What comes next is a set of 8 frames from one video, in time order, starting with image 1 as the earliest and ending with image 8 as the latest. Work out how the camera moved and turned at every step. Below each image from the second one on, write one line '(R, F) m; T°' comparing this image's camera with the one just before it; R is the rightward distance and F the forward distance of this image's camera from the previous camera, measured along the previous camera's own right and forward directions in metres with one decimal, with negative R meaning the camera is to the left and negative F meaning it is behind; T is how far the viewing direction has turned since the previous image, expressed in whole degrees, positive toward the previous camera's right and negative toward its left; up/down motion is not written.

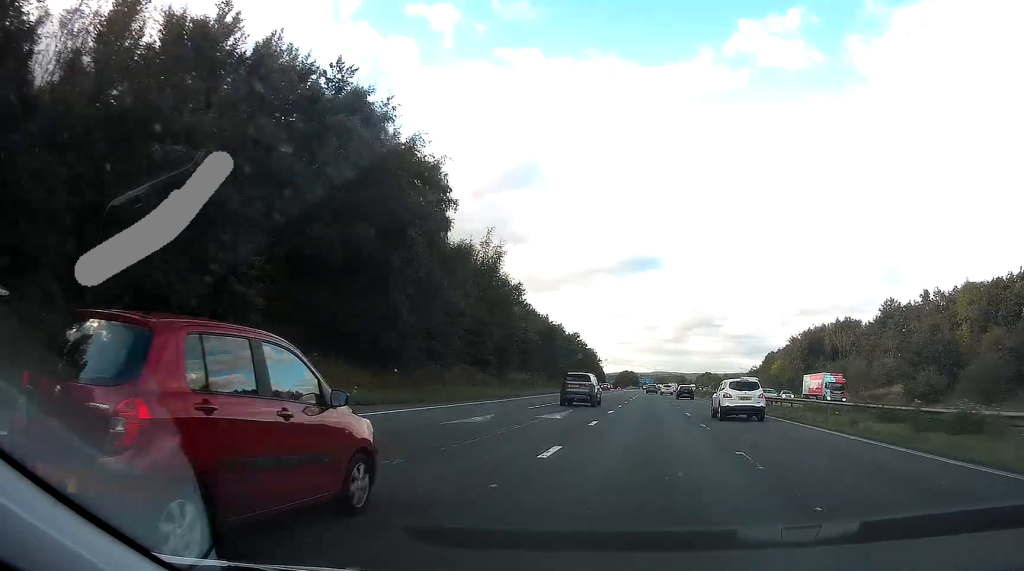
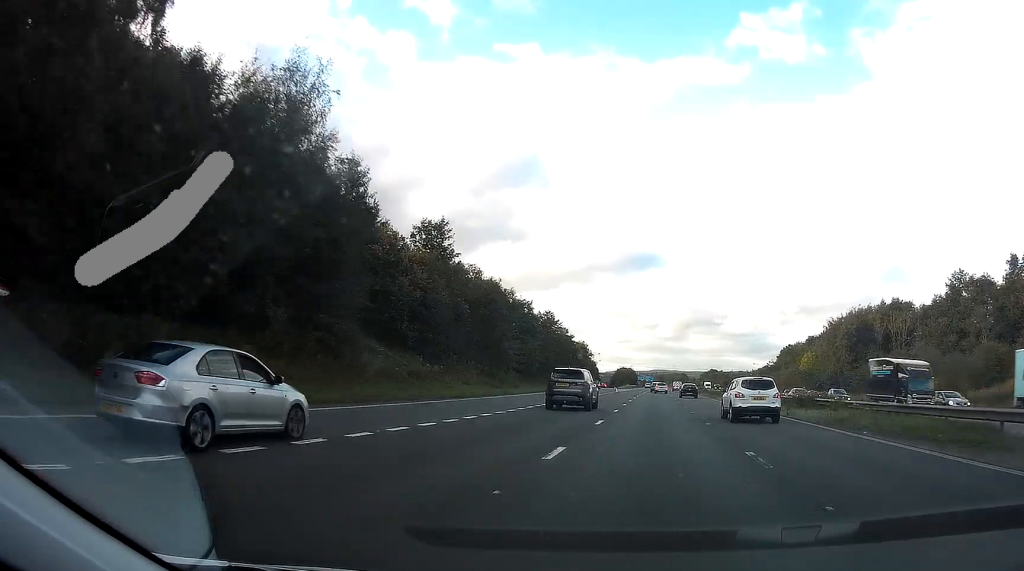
(0.0, +35.9) m; 0°
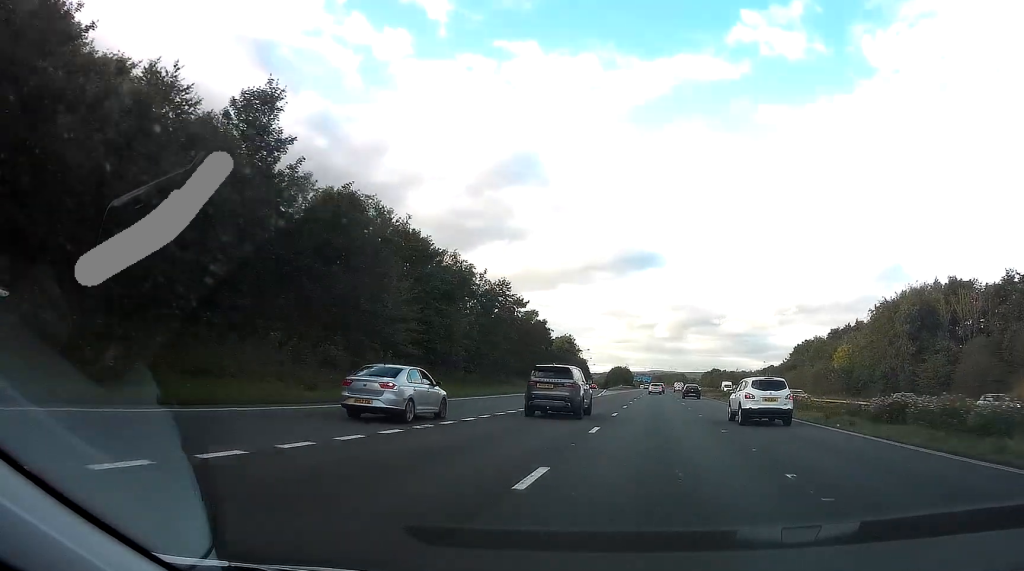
(0.0, +29.8) m; 0°
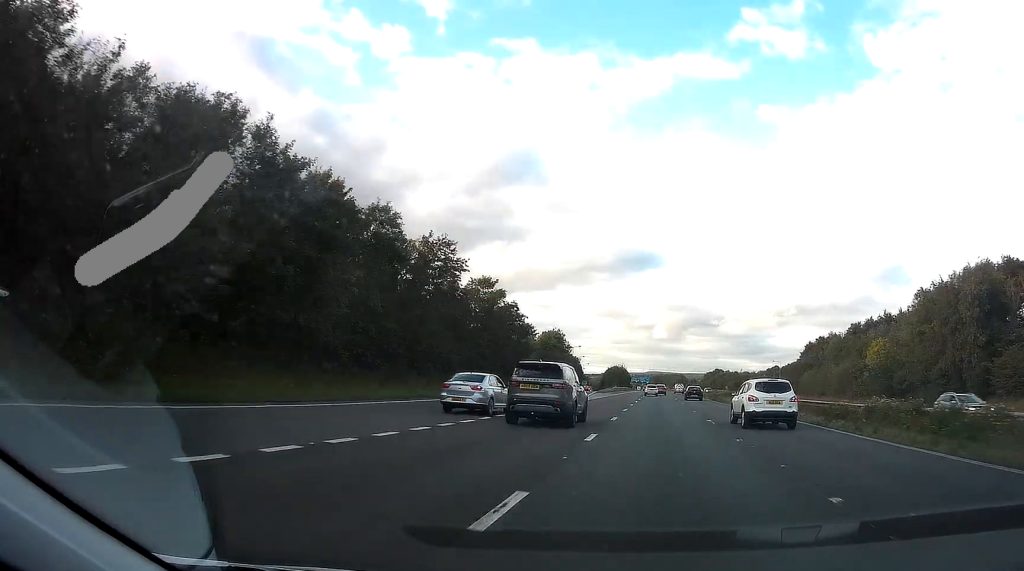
(0.0, +20.0) m; 0°
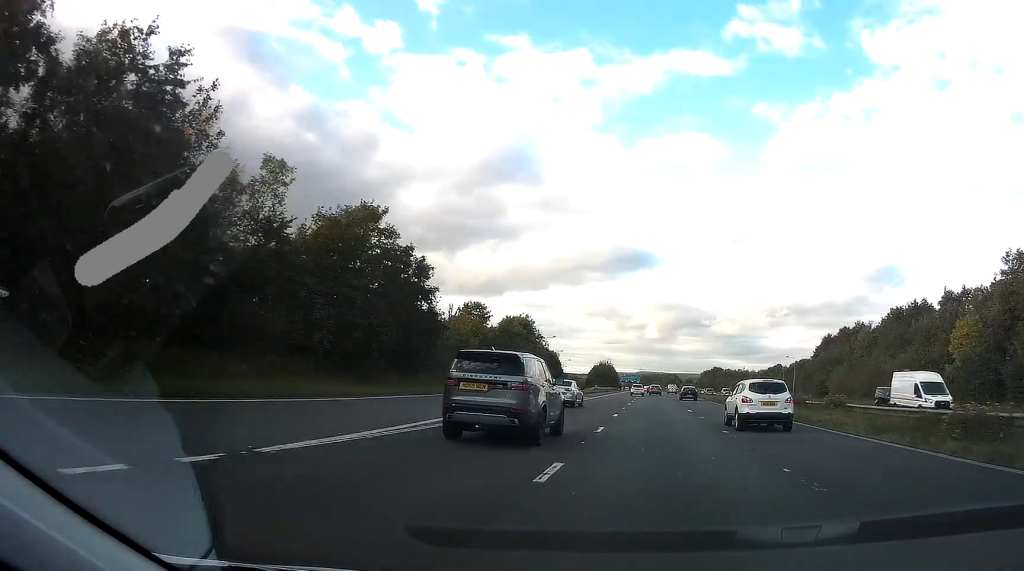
(+0.1, +33.1) m; +1°
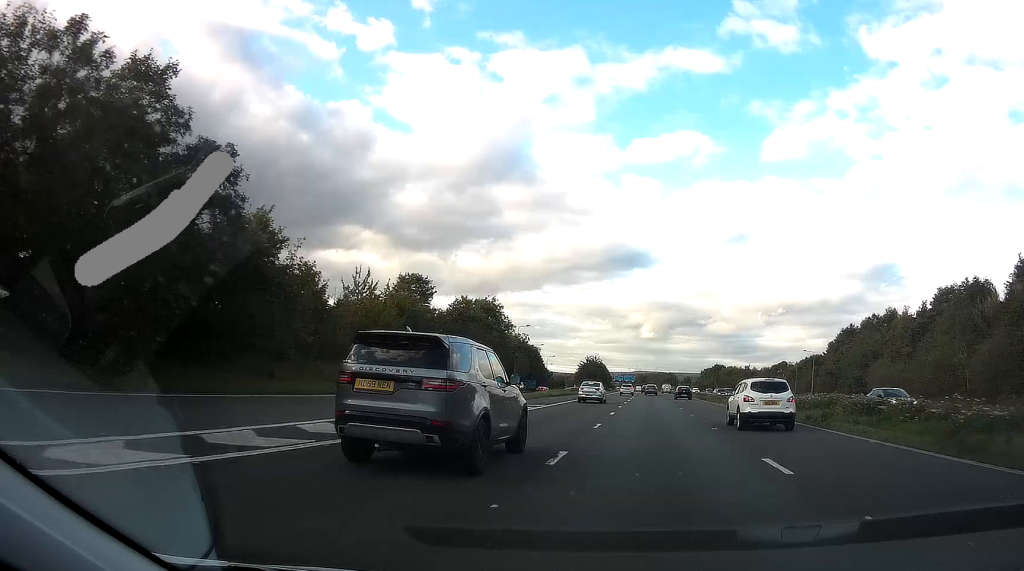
(+0.1, +25.4) m; 0°
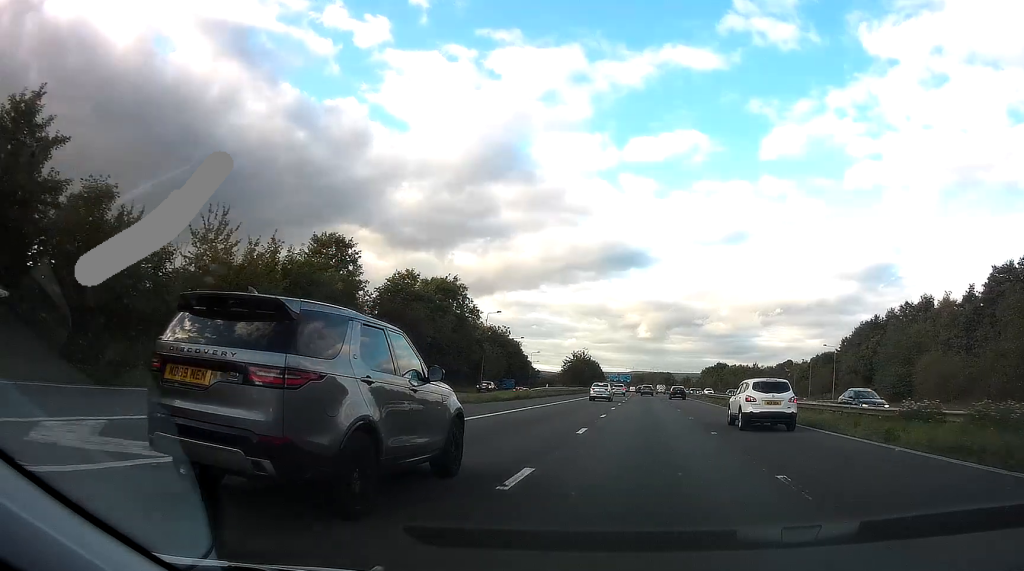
(+0.1, +20.6) m; 0°
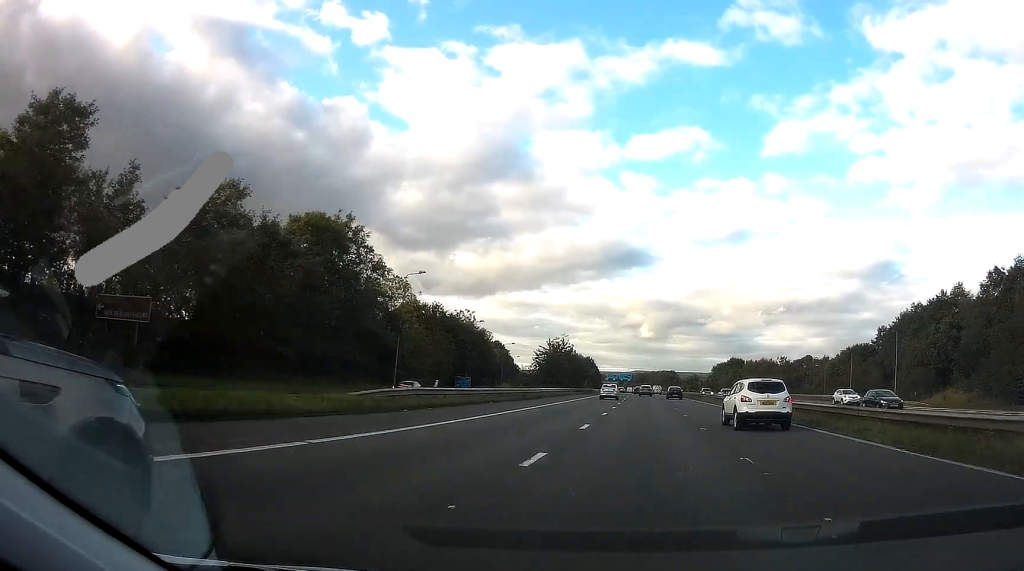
(+0.1, +33.8) m; 0°
